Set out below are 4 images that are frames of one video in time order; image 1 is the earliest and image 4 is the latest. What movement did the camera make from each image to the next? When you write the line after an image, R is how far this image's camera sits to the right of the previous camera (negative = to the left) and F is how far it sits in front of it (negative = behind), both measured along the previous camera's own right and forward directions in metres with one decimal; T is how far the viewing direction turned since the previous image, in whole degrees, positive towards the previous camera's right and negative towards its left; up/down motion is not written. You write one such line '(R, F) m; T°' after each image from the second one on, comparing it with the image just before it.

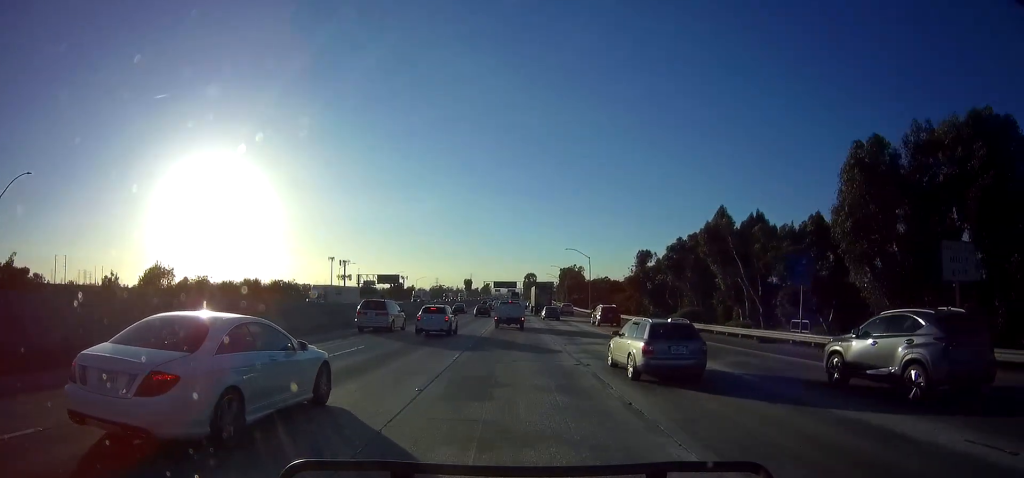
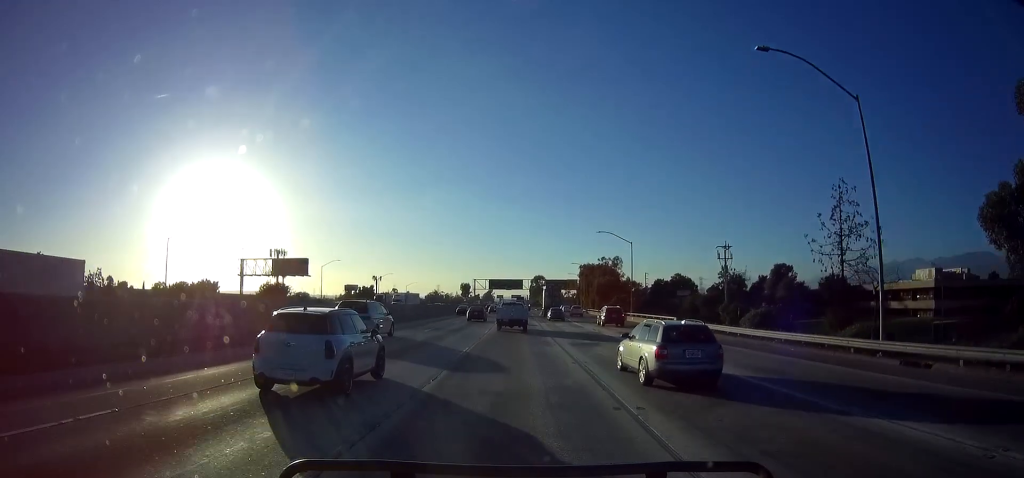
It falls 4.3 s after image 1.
(-0.6, +71.2) m; -1°
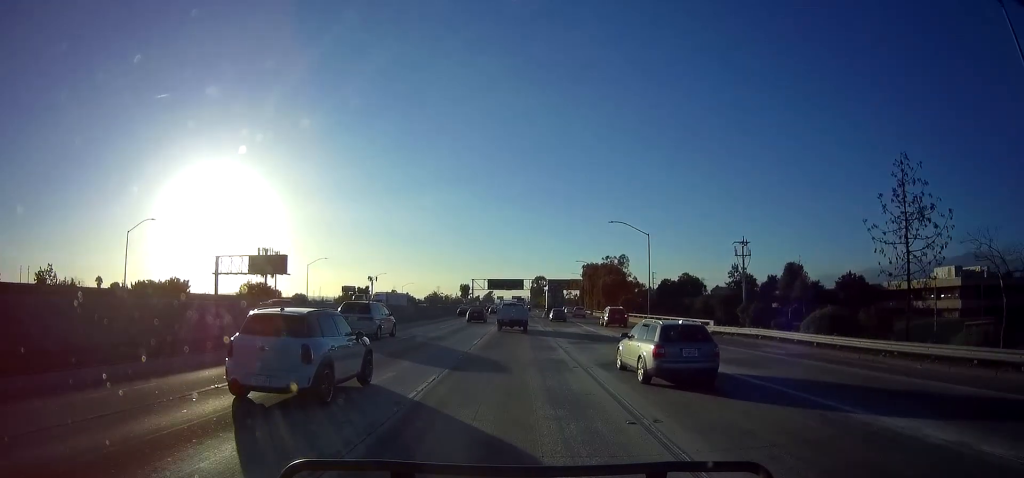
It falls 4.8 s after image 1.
(+0.3, +8.2) m; +1°
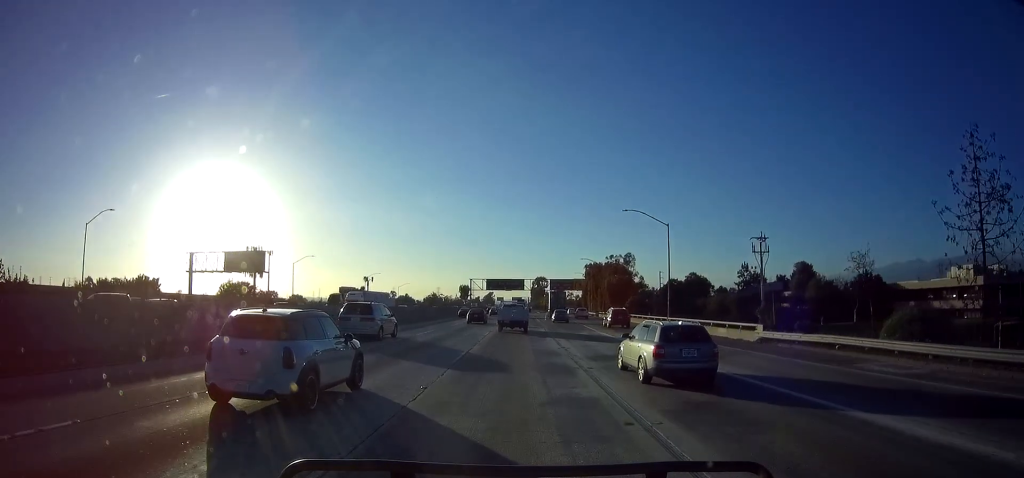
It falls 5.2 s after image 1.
(+0.1, +7.1) m; +1°
